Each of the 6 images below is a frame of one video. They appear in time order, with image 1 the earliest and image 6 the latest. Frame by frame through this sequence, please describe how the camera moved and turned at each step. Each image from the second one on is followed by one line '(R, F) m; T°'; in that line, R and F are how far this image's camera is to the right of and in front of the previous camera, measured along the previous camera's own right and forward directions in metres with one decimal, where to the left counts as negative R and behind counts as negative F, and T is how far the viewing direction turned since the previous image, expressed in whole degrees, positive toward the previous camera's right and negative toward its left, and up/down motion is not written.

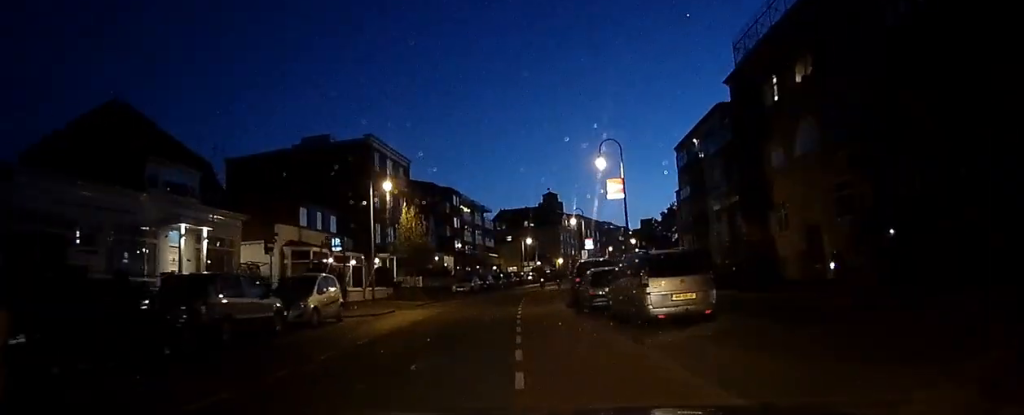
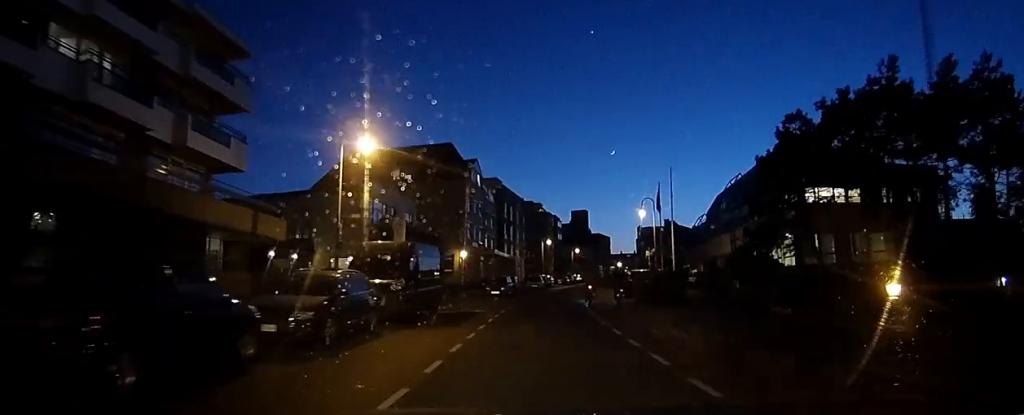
(+4.9, +61.0) m; +13°
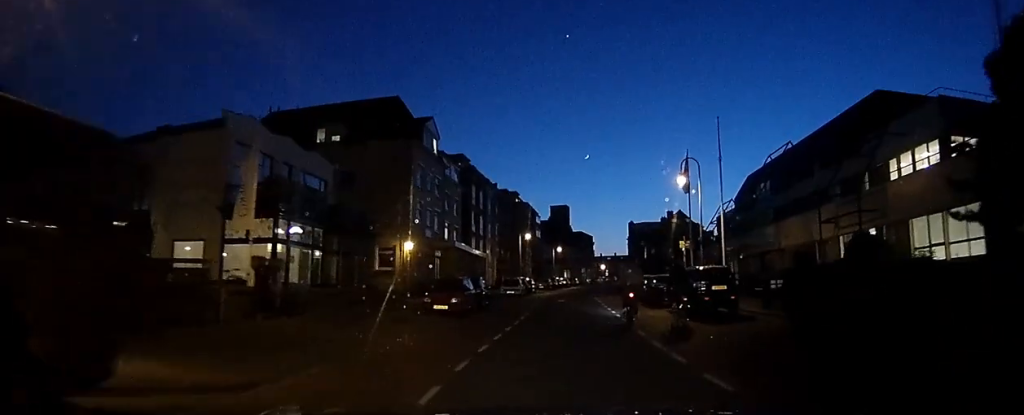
(+0.7, +15.9) m; +4°
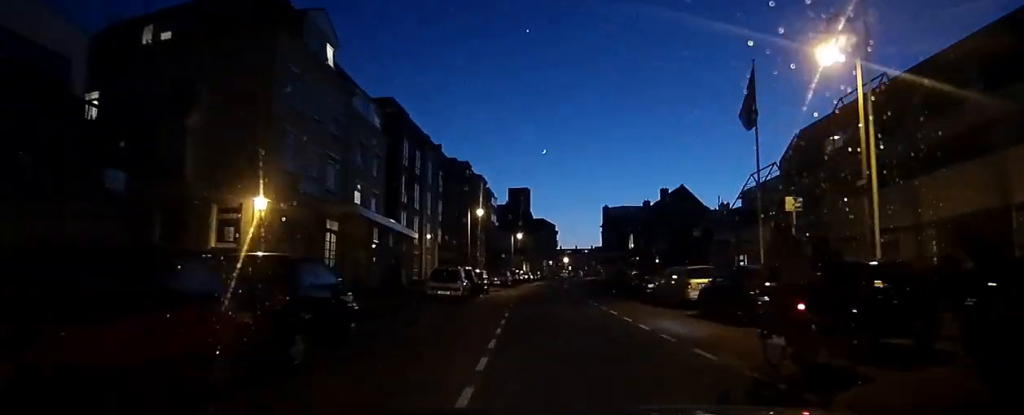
(+1.1, +15.9) m; +3°
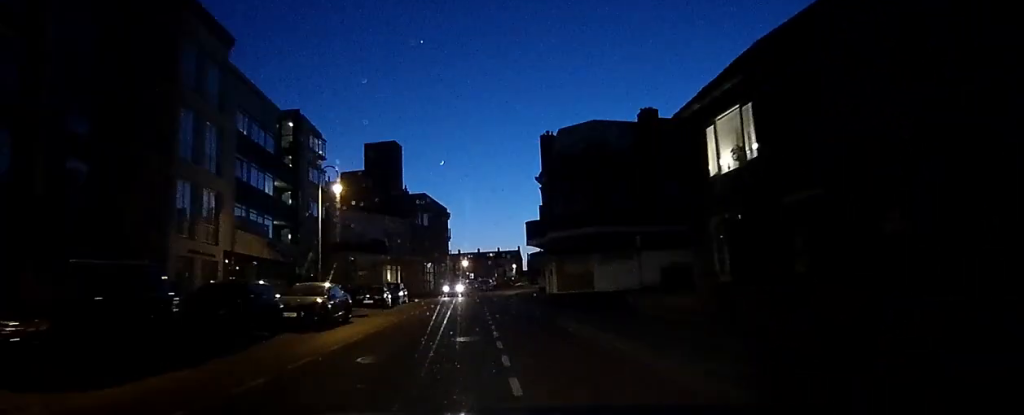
(+2.4, +47.4) m; +7°
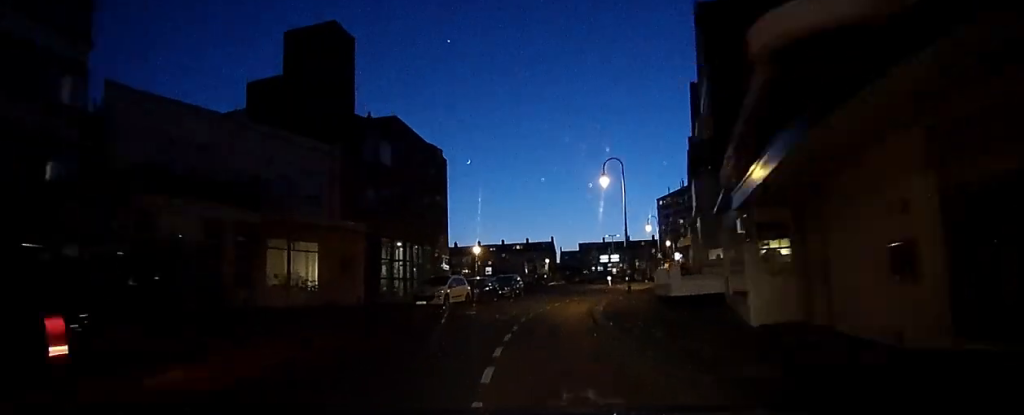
(+2.6, +37.5) m; +7°
